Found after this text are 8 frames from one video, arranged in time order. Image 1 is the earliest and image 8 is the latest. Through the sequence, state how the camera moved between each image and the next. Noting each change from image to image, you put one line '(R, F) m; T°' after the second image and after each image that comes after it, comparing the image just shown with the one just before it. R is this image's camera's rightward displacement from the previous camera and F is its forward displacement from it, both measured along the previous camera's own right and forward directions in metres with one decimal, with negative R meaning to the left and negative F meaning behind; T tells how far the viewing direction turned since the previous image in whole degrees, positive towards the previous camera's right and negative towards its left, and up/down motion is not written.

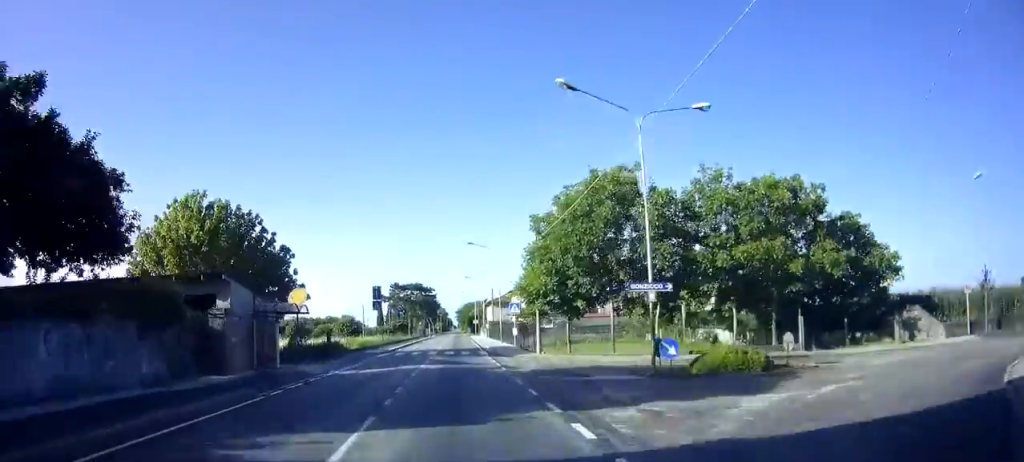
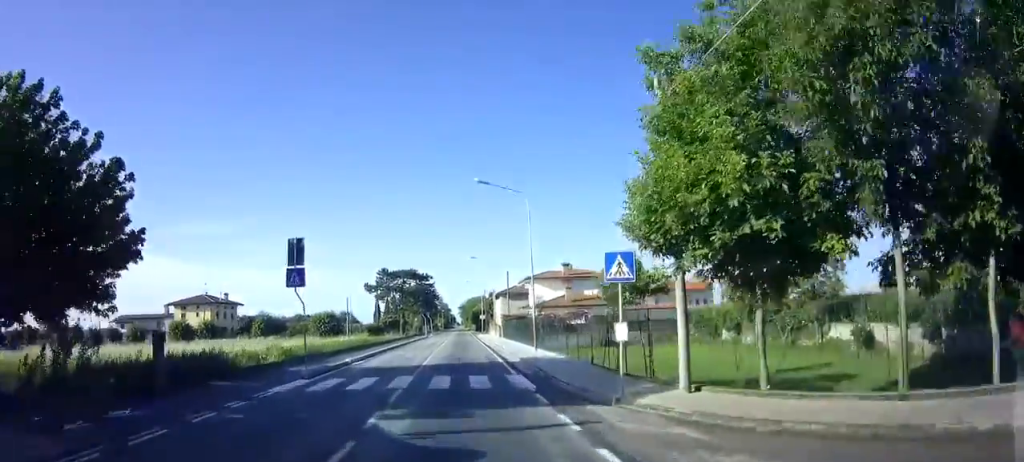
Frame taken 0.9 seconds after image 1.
(0.0, +17.8) m; 0°
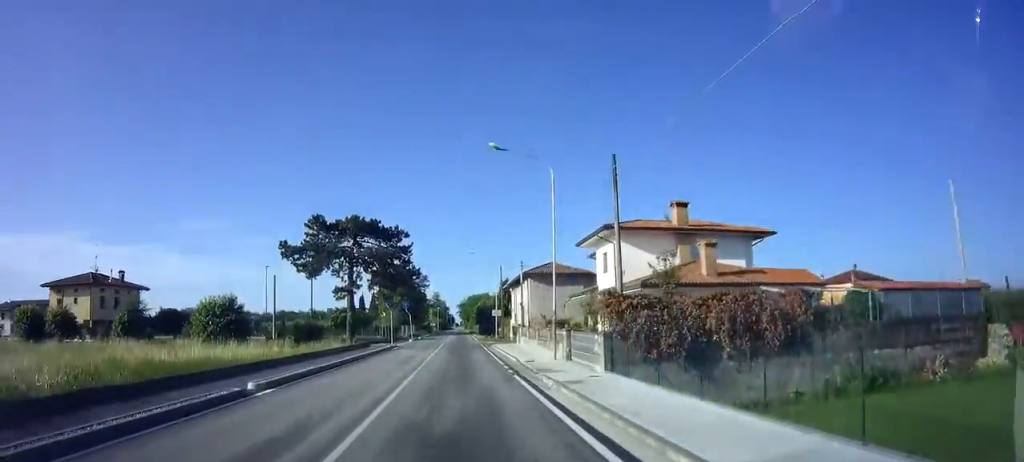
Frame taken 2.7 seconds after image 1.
(-0.1, +36.1) m; 0°
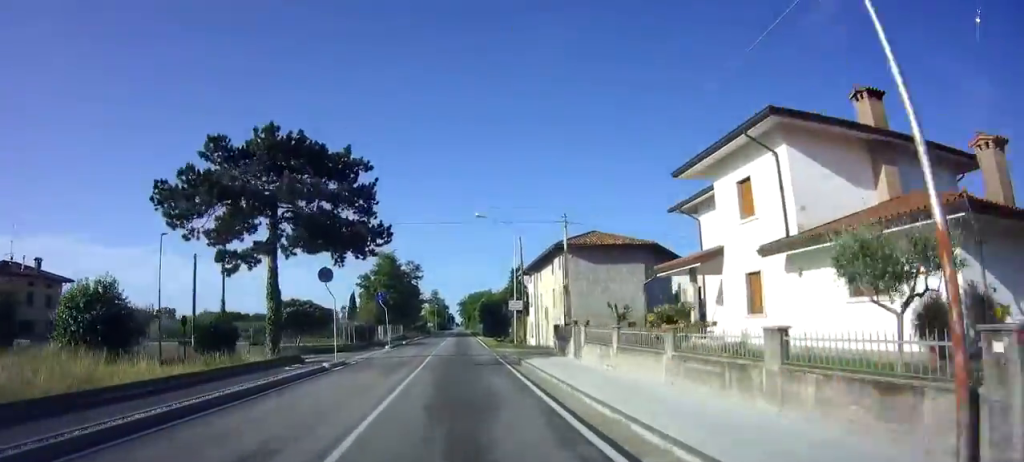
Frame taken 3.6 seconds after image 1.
(0.0, +17.5) m; 0°
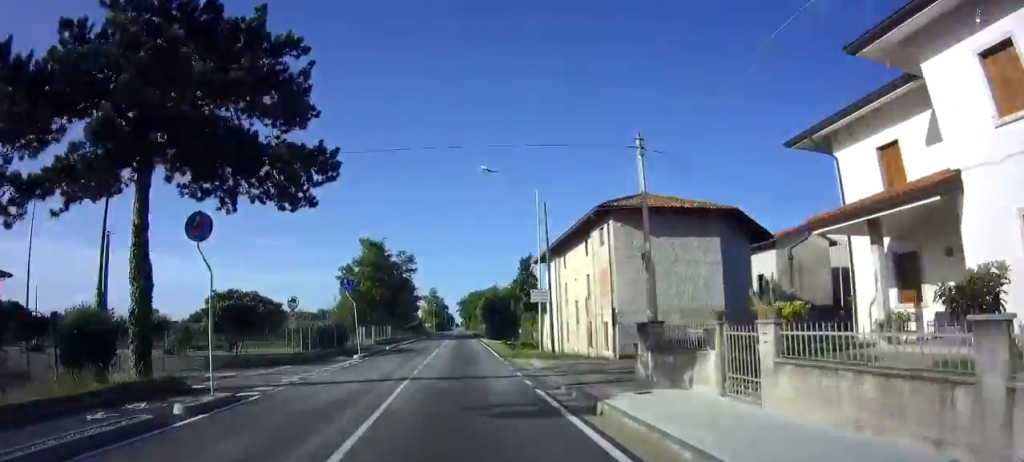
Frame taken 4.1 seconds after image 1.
(0.0, +10.7) m; 0°
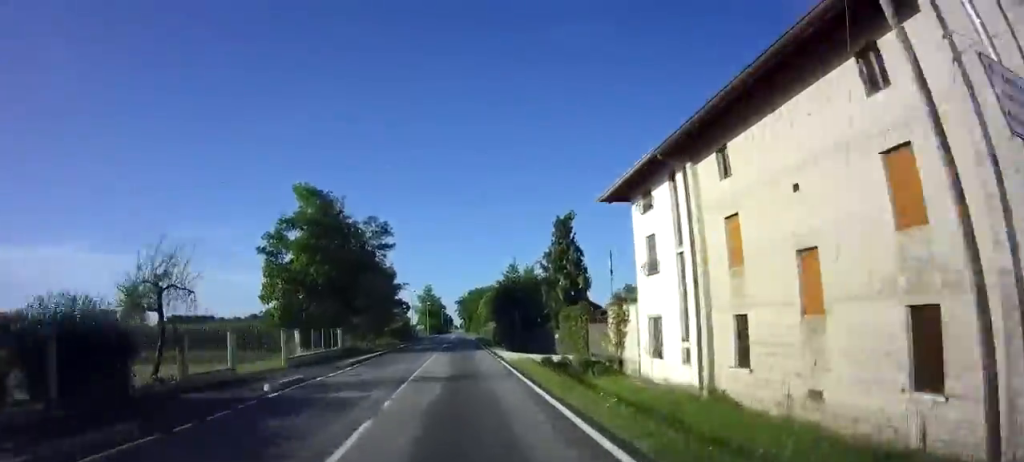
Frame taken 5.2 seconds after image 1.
(0.0, +22.8) m; 0°
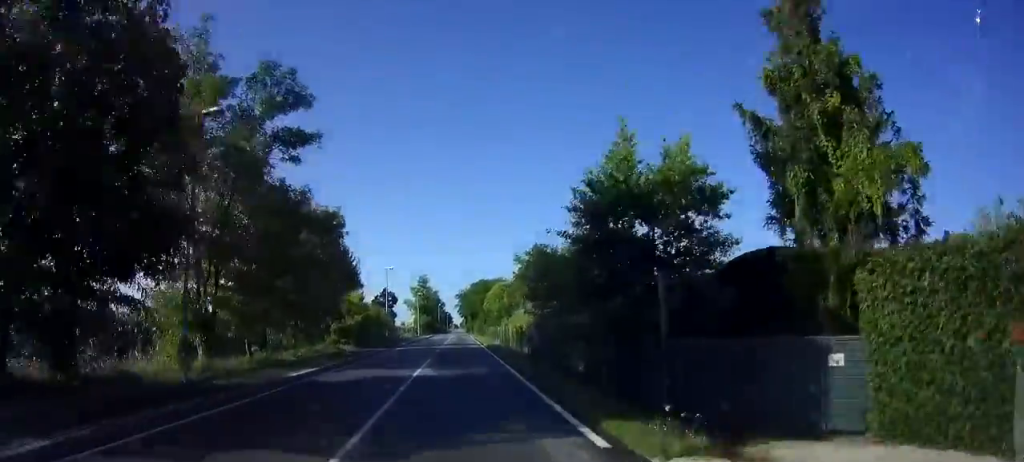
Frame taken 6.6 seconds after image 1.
(+0.2, +26.7) m; +1°
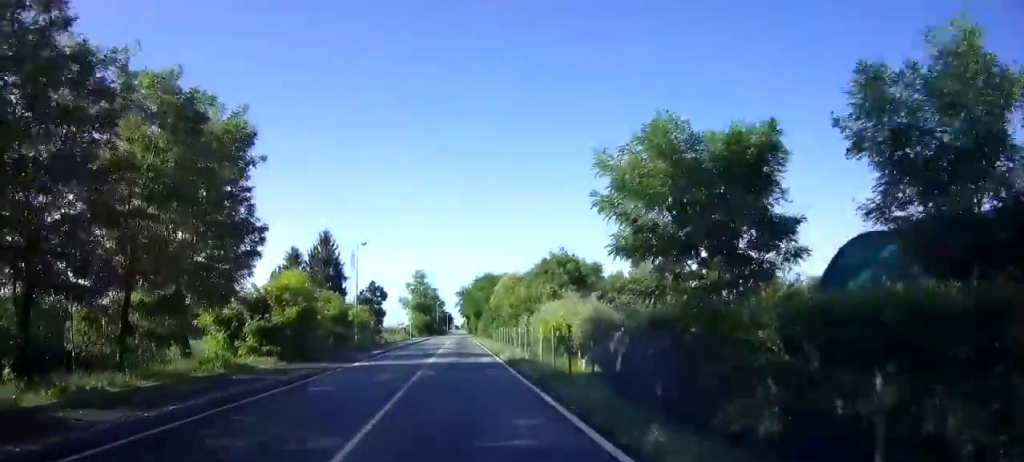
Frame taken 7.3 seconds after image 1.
(0.0, +15.4) m; 0°
